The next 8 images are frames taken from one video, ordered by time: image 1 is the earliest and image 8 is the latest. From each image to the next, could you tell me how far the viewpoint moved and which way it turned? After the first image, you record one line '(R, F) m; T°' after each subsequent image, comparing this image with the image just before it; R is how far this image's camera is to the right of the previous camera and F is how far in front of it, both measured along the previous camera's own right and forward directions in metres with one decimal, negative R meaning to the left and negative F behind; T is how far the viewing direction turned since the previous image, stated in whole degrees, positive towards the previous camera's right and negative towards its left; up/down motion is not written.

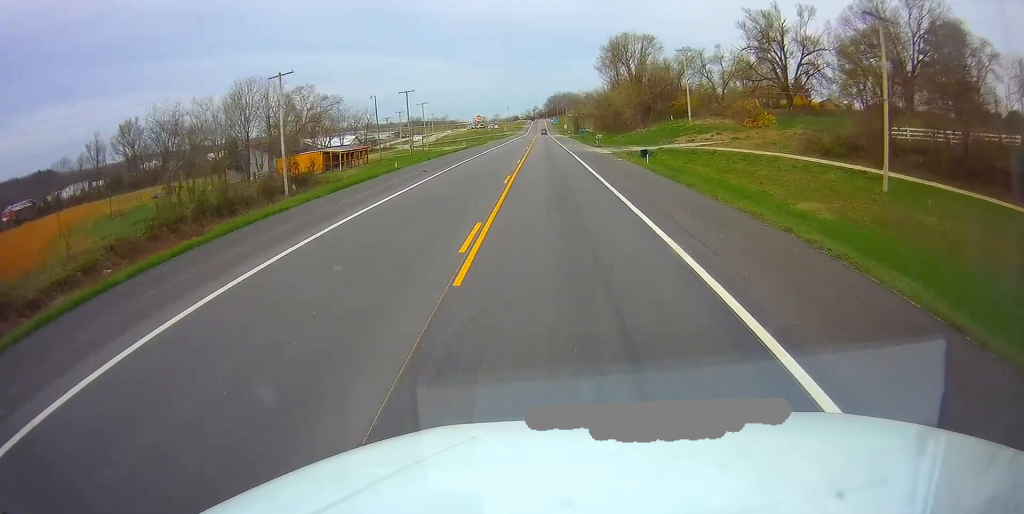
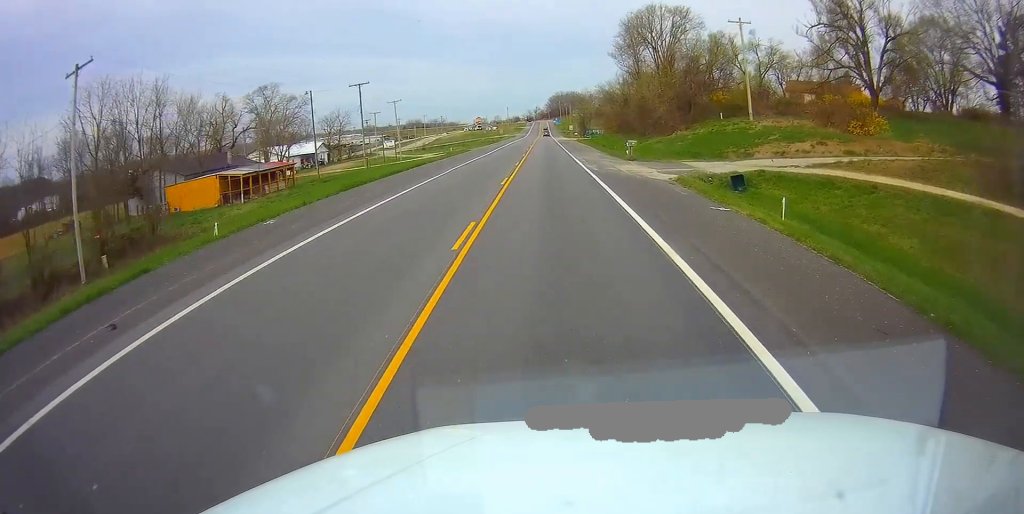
(-0.1, +23.5) m; 0°
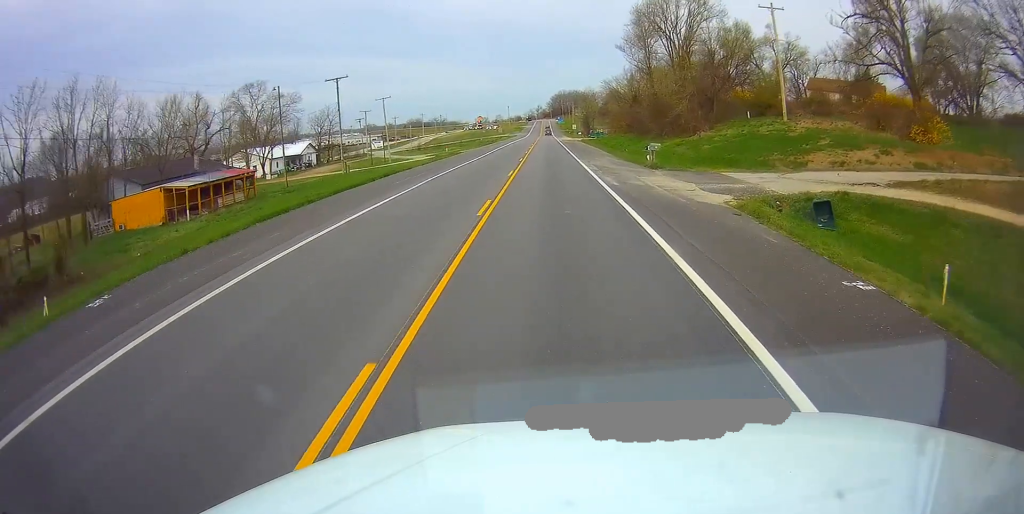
(0.0, +8.0) m; 0°
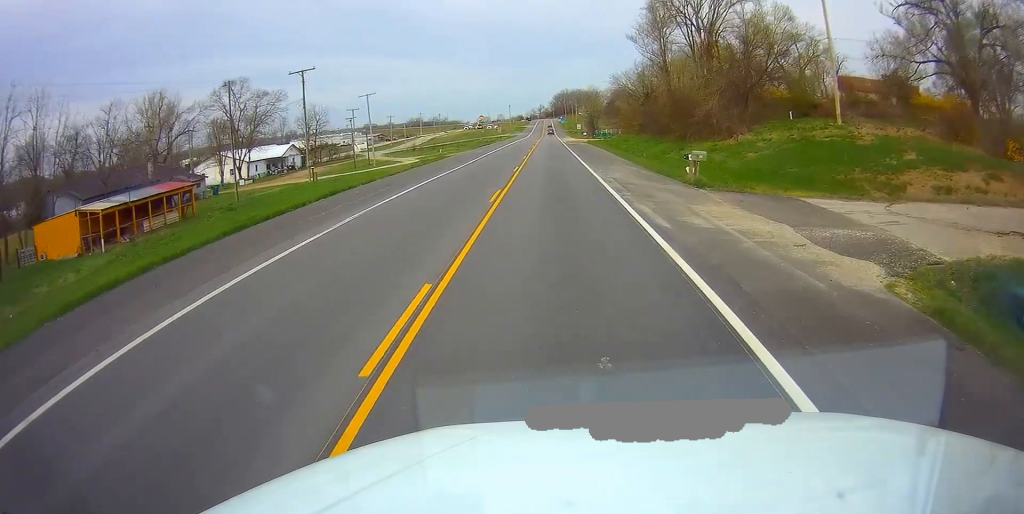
(0.0, +9.3) m; 0°
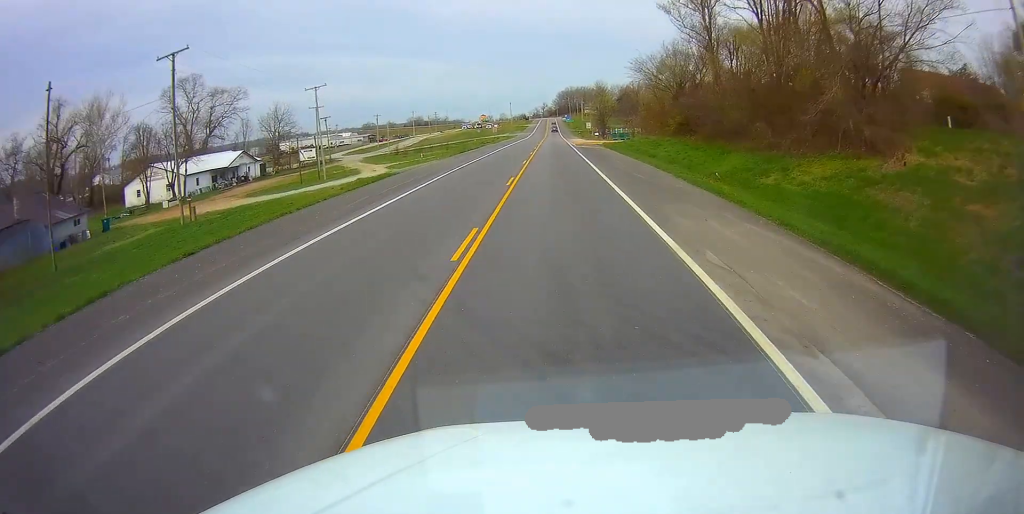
(+0.2, +19.8) m; +1°
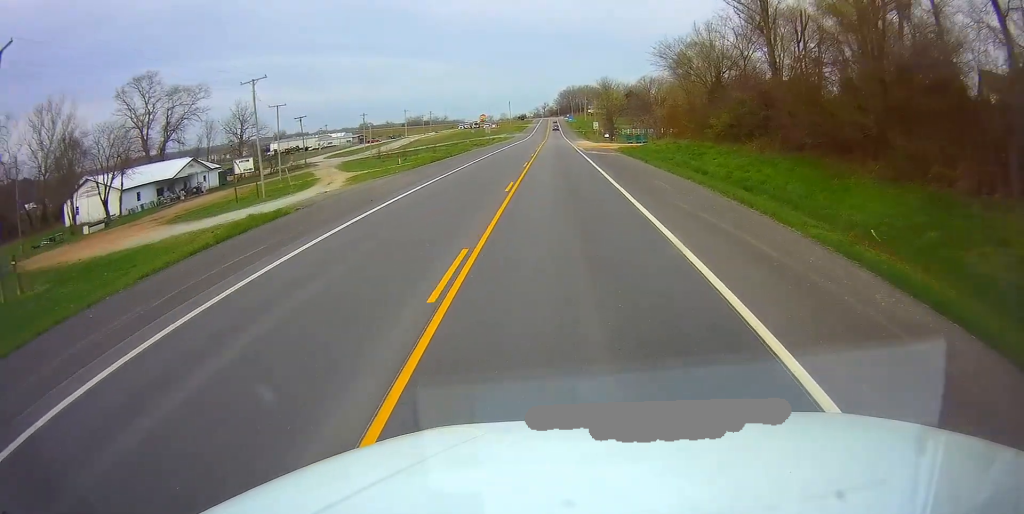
(0.0, +14.3) m; 0°
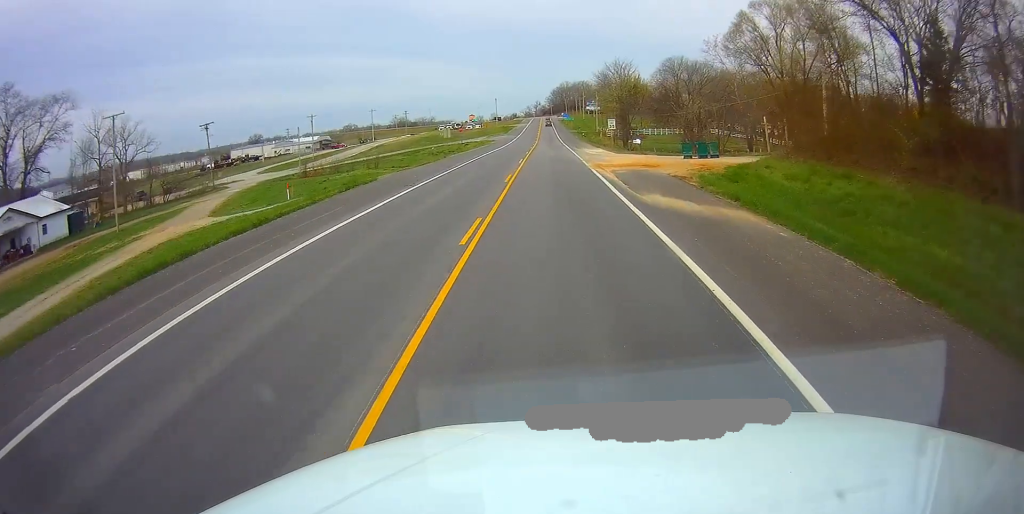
(-0.1, +32.5) m; 0°
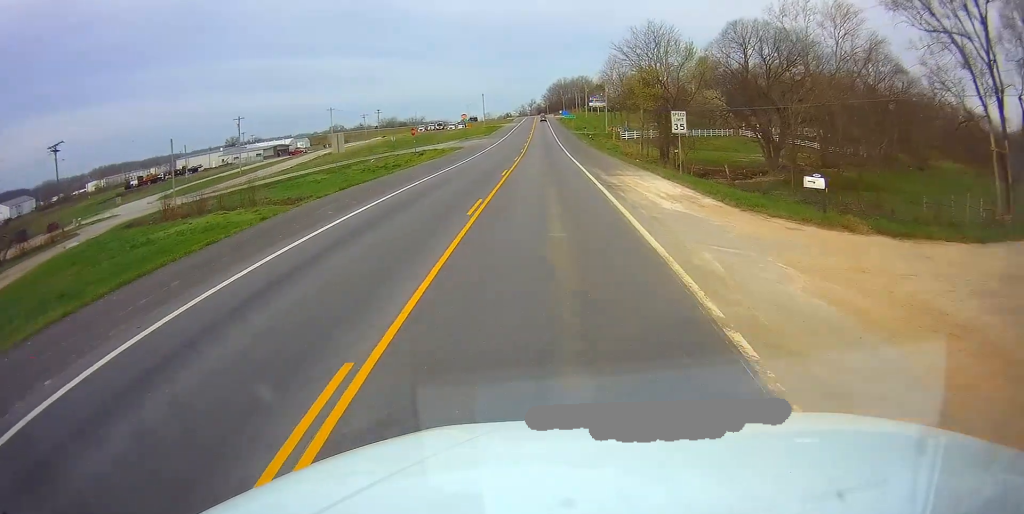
(0.0, +32.4) m; 0°
